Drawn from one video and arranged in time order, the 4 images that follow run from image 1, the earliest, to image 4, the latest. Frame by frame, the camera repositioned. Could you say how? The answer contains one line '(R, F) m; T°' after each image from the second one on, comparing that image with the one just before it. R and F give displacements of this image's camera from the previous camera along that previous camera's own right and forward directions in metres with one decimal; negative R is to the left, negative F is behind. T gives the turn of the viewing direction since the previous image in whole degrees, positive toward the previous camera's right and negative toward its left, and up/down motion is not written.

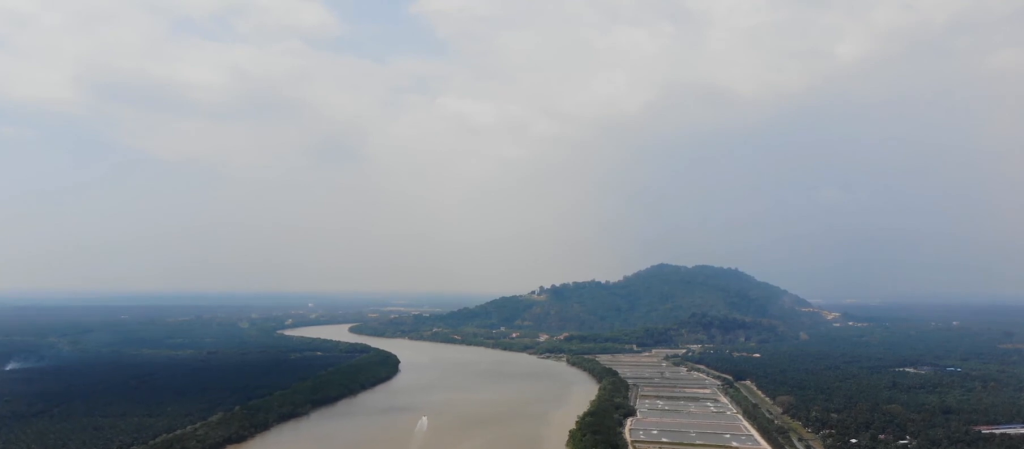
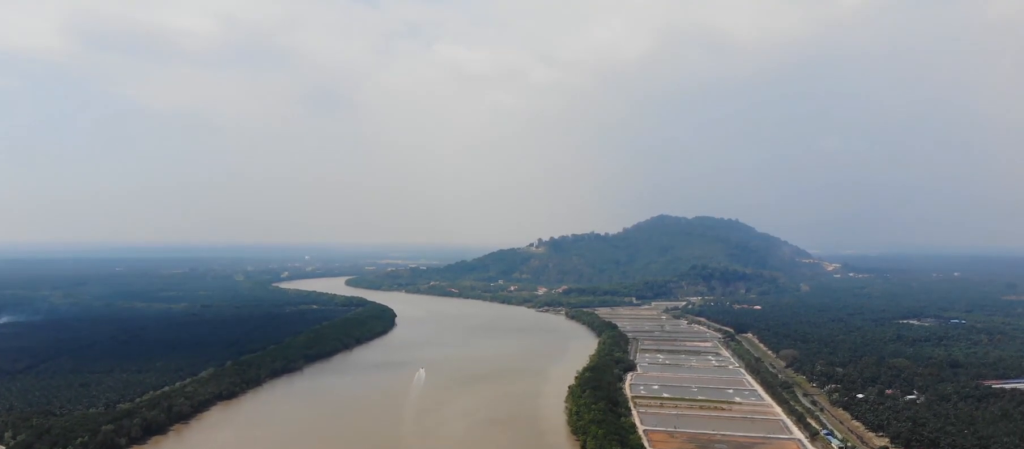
(0.0, +28.3) m; 0°
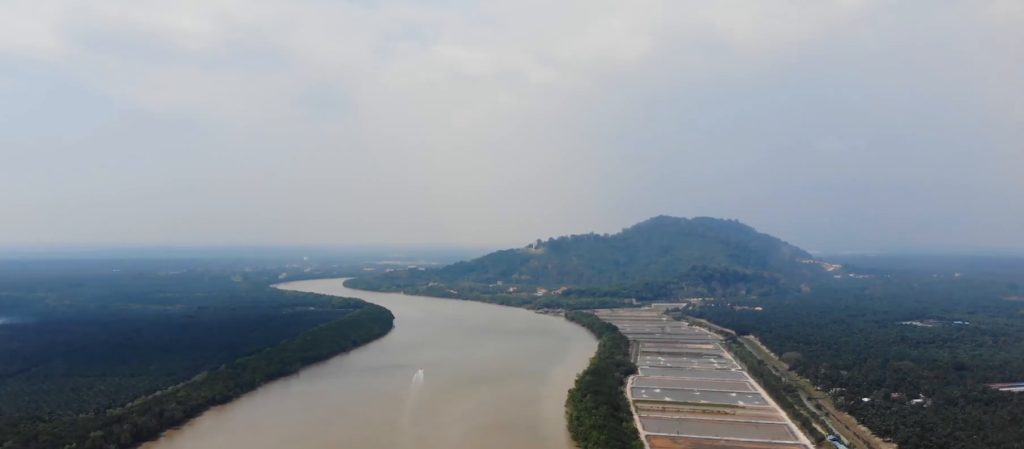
(0.0, +15.3) m; 0°
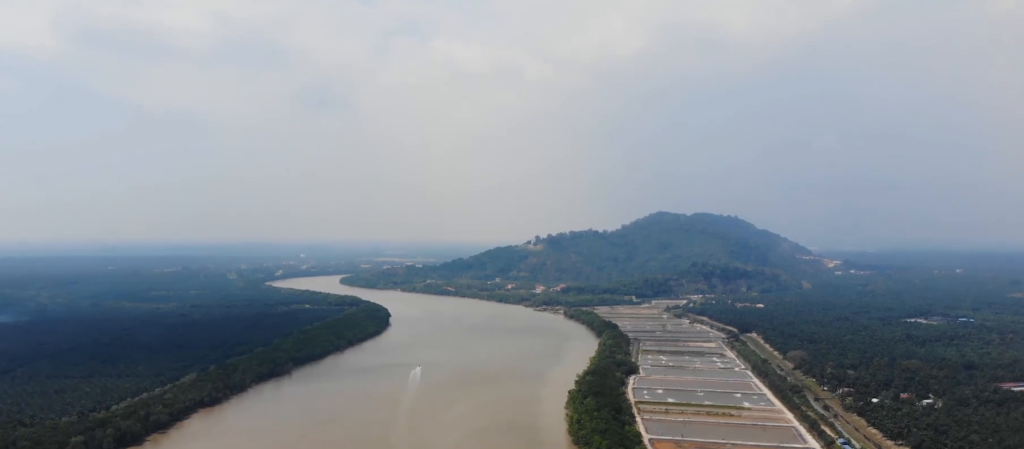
(-0.1, +24.9) m; 0°
